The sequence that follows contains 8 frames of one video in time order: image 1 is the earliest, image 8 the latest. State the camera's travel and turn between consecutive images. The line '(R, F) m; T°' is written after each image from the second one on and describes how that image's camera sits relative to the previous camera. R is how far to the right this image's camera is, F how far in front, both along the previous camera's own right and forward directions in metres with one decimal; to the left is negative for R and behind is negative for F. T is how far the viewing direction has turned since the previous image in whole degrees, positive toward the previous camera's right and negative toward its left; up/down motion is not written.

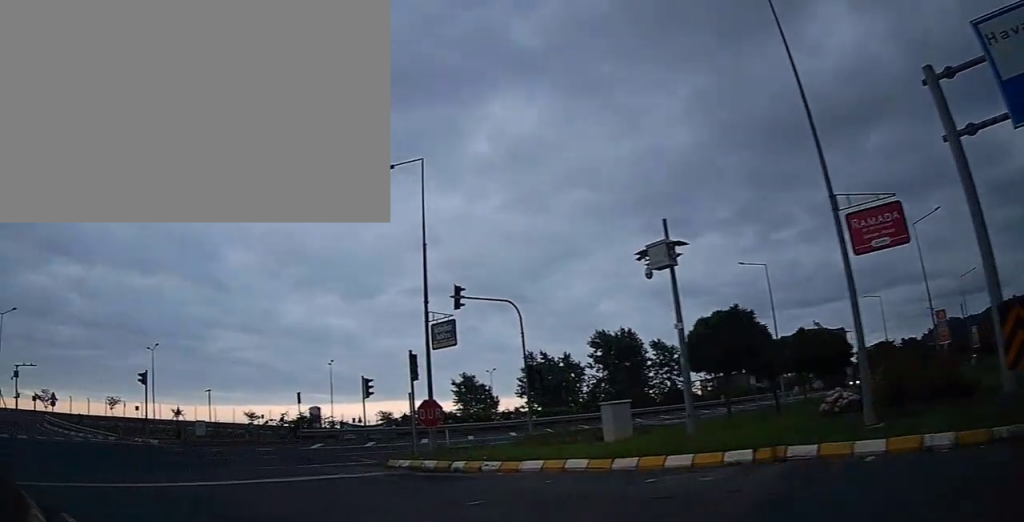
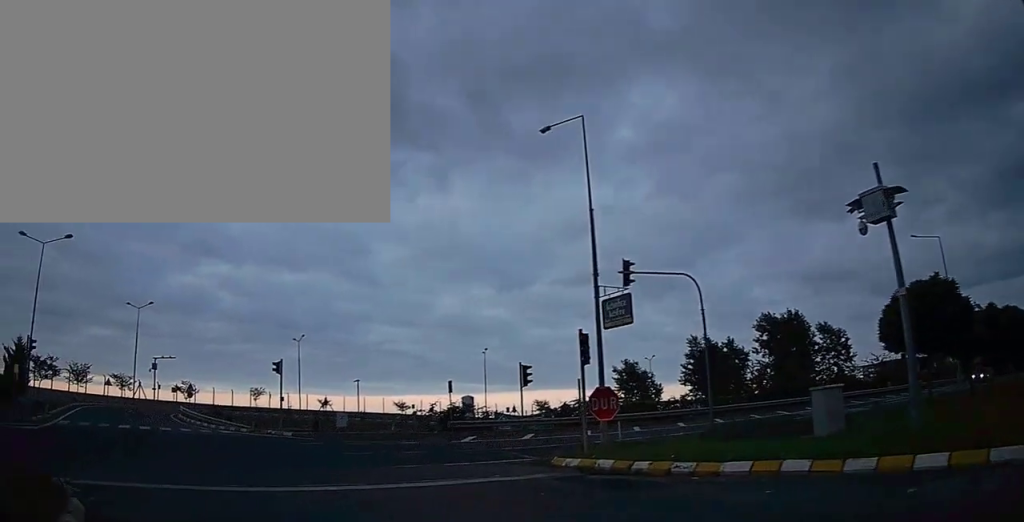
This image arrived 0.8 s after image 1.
(-0.1, +3.0) m; -15°
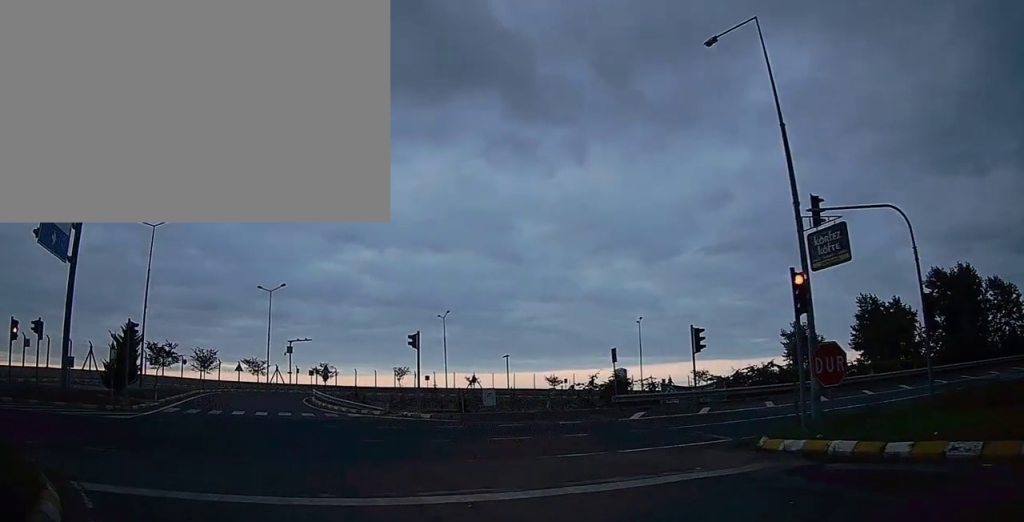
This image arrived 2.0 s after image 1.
(-1.2, +3.7) m; -30°
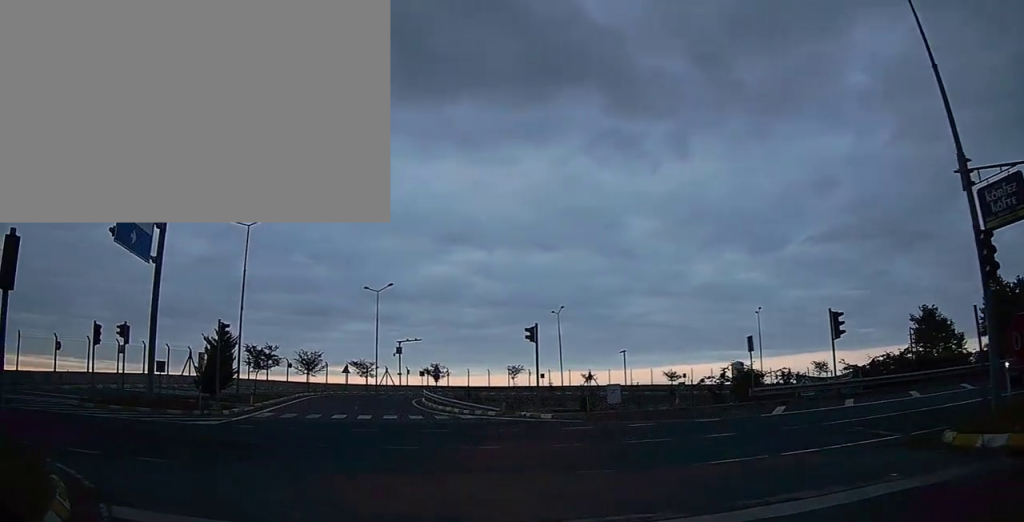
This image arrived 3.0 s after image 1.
(-0.5, +2.6) m; -11°
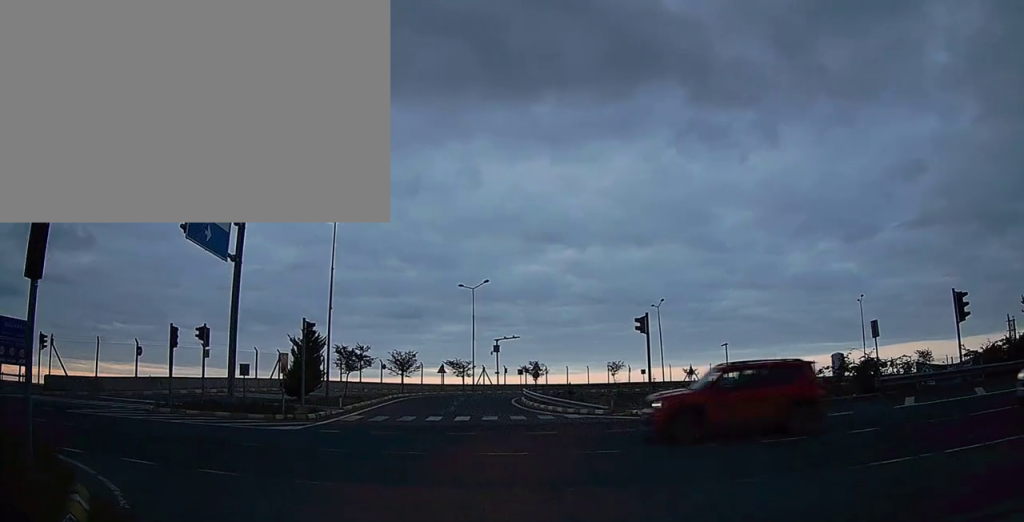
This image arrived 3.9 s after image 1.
(0.0, +2.1) m; -4°
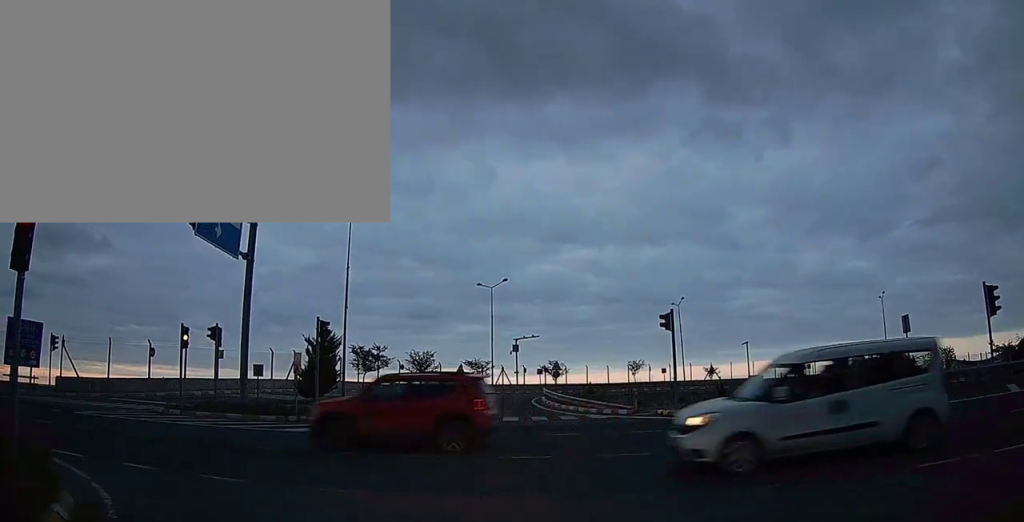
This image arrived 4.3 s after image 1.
(-0.1, +0.8) m; -3°
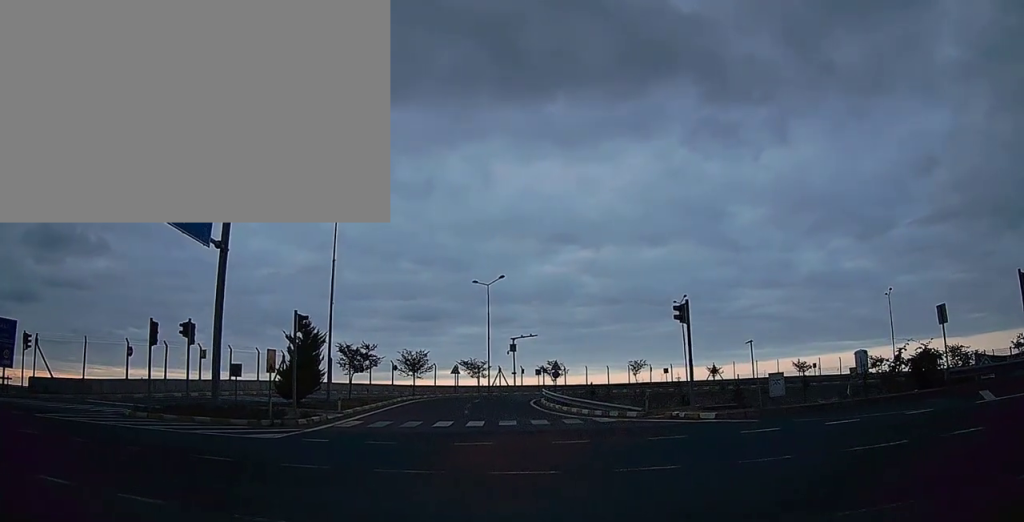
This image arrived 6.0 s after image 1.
(-0.2, +2.4) m; -4°
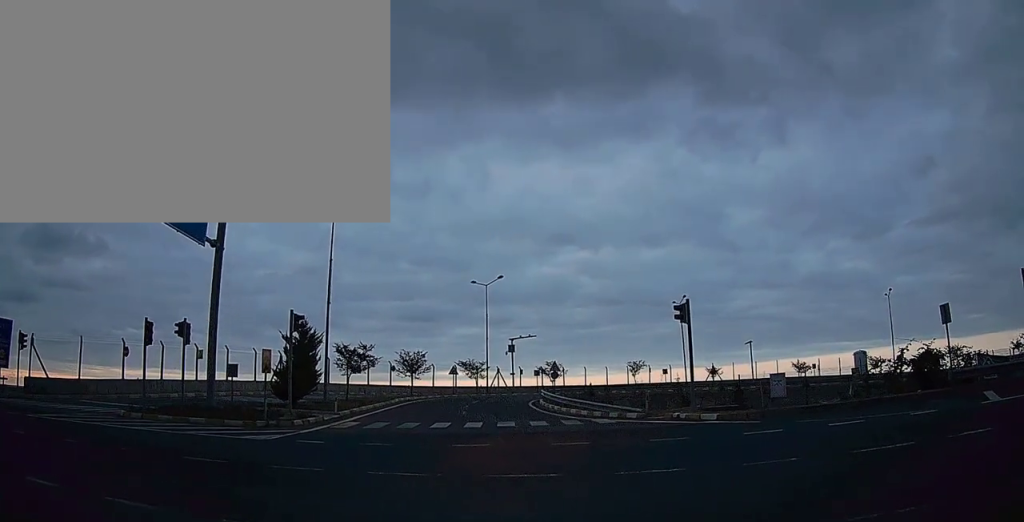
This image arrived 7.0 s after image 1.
(0.0, +0.4) m; 0°
